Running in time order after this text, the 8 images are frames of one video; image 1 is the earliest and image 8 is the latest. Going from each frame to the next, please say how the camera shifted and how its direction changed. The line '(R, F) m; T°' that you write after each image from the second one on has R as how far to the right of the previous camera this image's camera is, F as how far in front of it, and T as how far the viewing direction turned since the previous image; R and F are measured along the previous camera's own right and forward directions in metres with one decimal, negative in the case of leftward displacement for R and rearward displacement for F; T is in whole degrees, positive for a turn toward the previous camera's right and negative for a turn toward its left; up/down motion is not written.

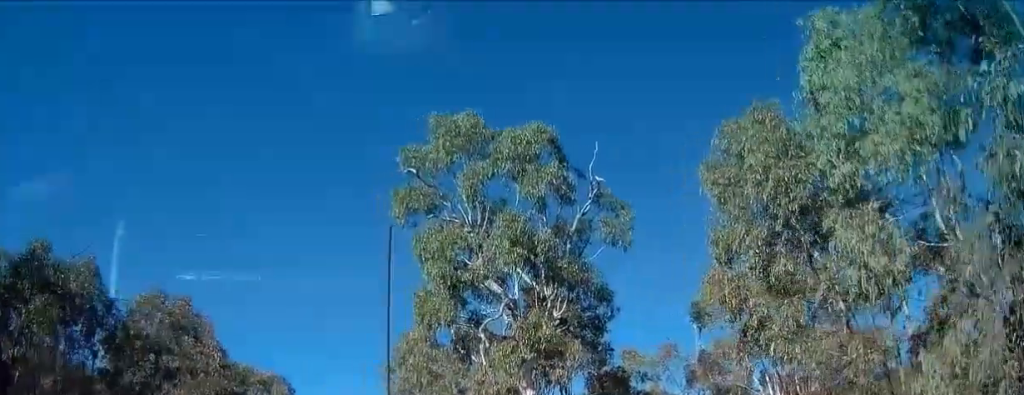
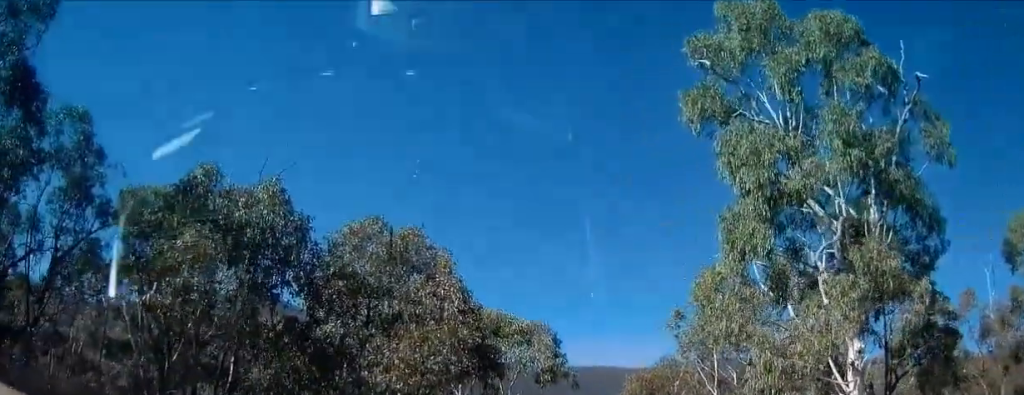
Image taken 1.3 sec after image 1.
(-0.4, +3.9) m; -20°
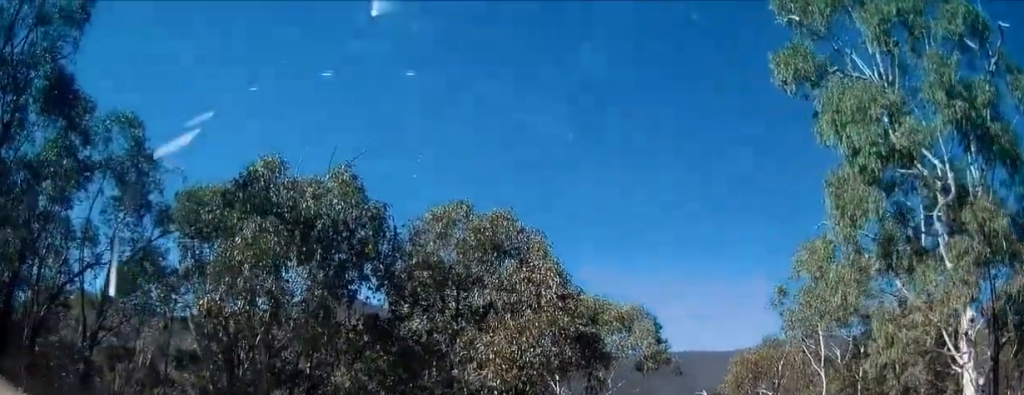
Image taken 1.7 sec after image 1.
(-0.1, +1.2) m; -9°
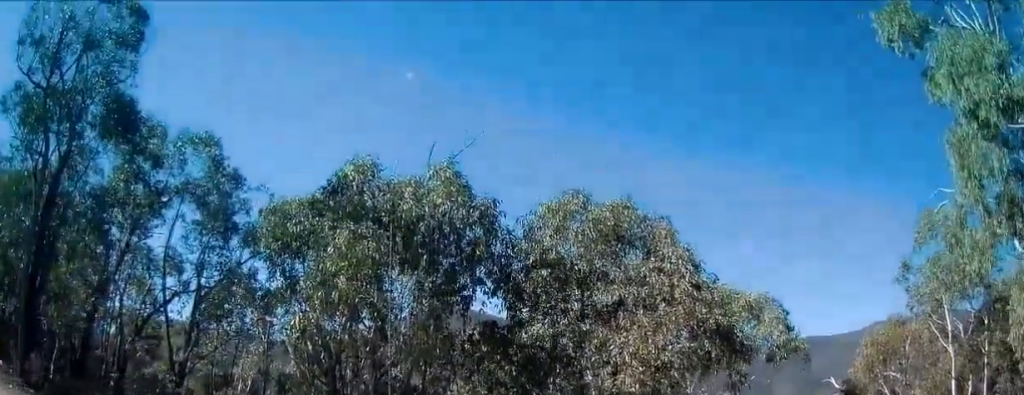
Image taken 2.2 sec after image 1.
(-0.2, +1.2) m; -10°
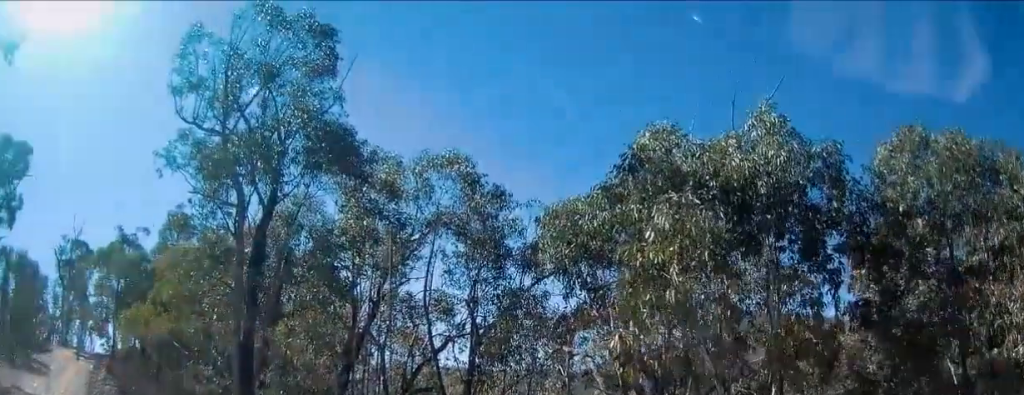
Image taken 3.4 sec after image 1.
(-0.6, +2.6) m; -32°
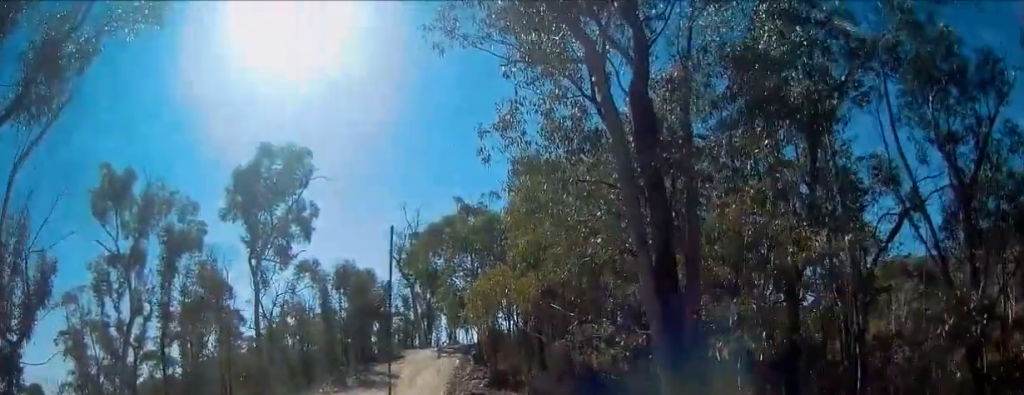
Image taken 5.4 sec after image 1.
(-1.8, +4.4) m; -32°
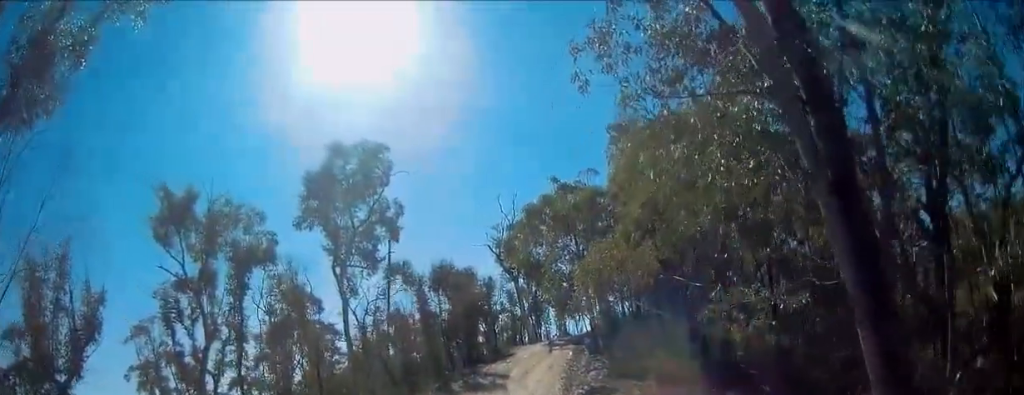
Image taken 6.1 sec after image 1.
(-0.1, +2.0) m; -9°
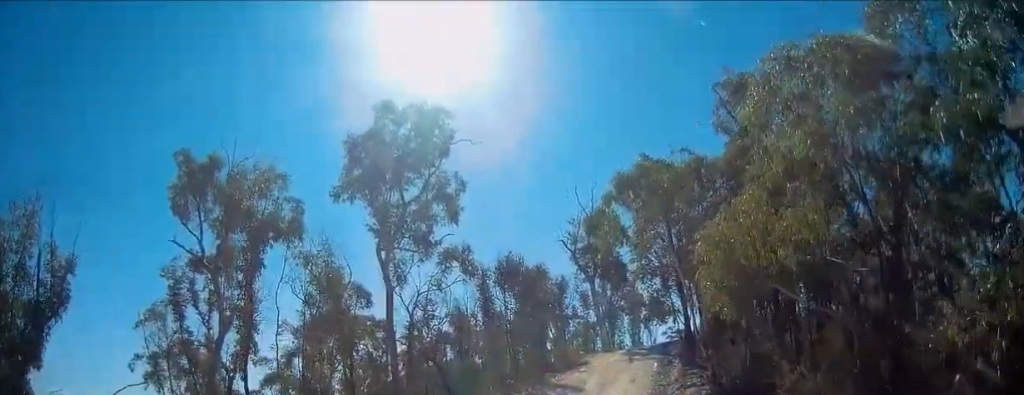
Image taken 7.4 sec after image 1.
(-0.8, +3.7) m; -12°
